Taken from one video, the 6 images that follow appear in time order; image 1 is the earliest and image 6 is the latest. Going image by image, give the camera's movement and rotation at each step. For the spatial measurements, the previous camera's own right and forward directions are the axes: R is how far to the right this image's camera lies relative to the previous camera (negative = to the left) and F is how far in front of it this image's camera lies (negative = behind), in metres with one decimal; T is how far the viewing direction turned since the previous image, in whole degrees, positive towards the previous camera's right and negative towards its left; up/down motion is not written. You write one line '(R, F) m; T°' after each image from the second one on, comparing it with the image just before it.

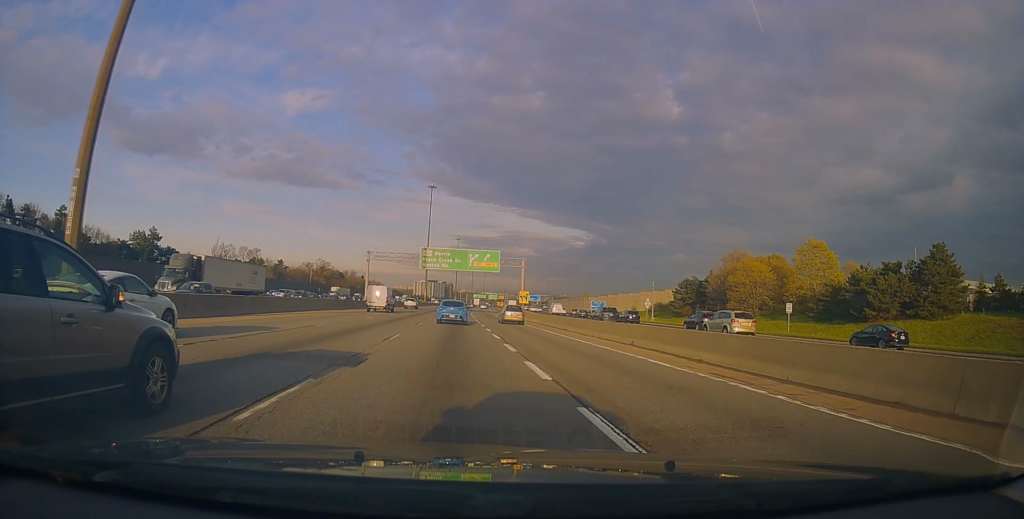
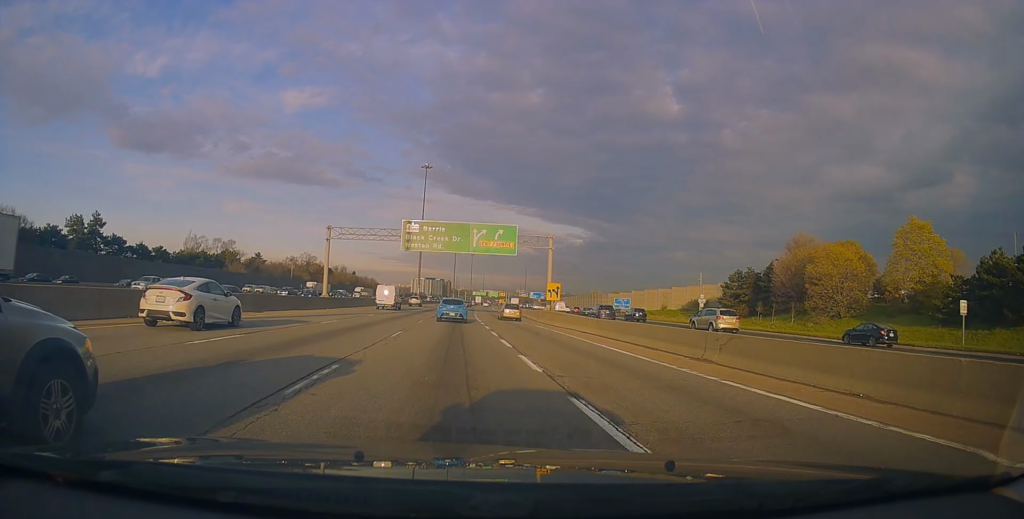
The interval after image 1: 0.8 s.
(0.0, +22.9) m; +1°
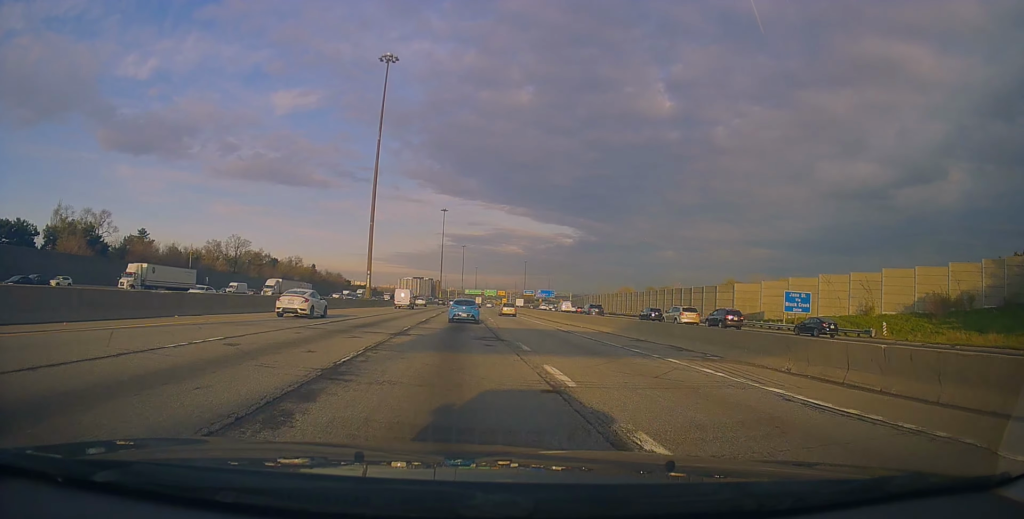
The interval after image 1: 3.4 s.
(-0.8, +70.0) m; 0°
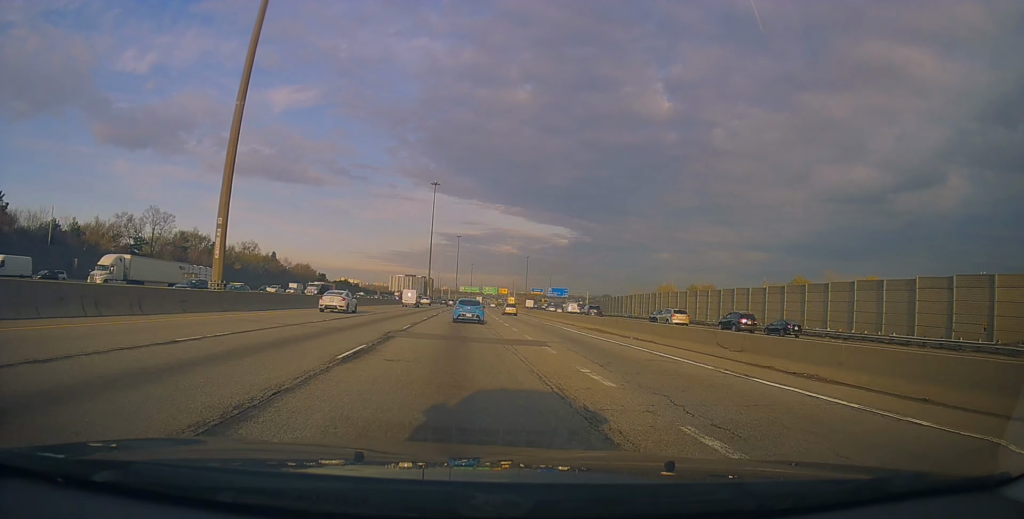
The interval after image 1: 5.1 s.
(+0.9, +47.9) m; +1°
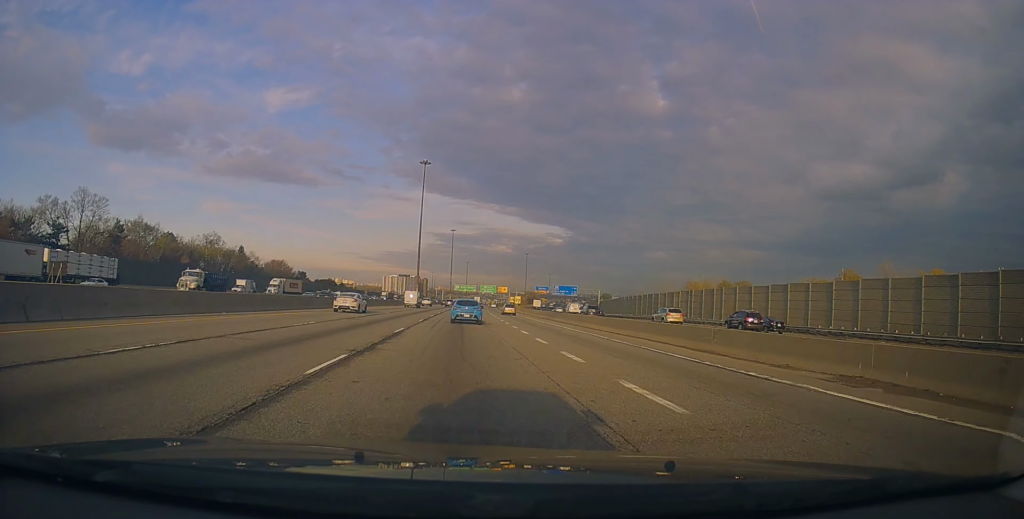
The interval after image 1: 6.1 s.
(+0.1, +27.1) m; 0°
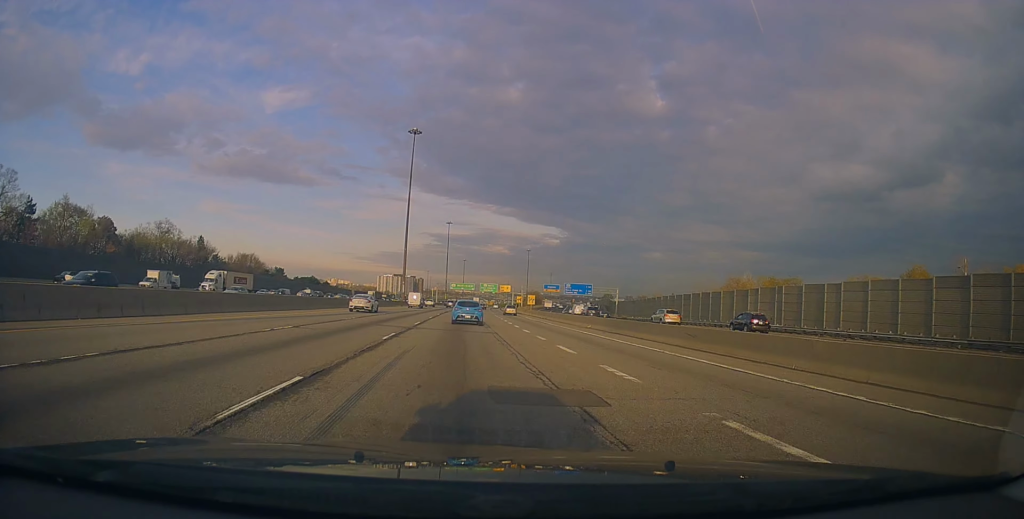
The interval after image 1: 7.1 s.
(0.0, +27.5) m; 0°
